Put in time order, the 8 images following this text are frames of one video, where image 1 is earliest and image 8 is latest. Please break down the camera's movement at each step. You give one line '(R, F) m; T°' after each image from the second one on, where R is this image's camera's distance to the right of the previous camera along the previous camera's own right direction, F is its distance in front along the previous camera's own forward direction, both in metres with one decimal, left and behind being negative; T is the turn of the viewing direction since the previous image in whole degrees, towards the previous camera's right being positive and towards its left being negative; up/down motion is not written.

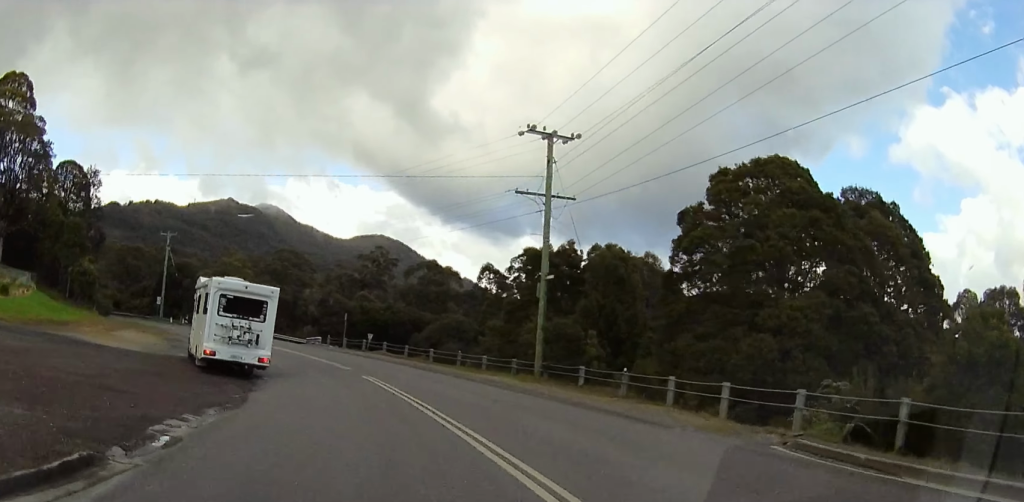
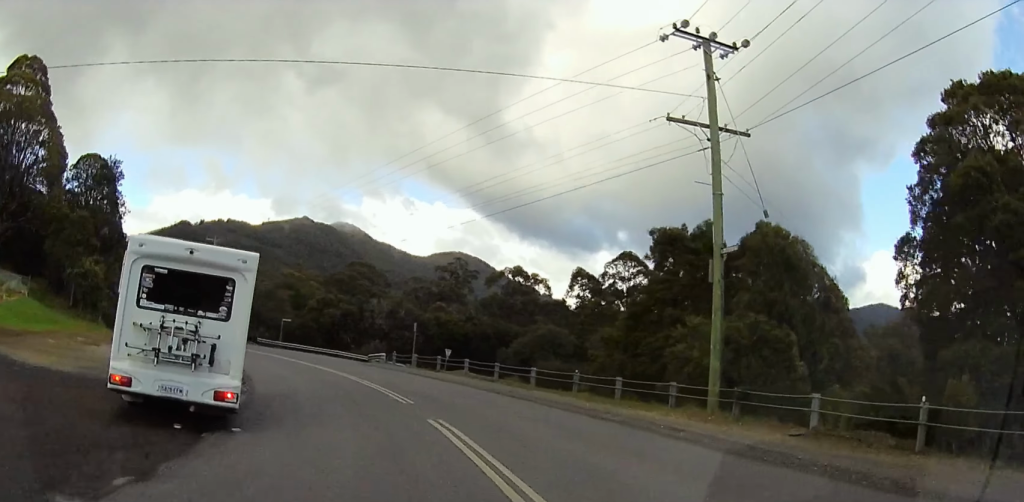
(0.0, +10.7) m; 0°
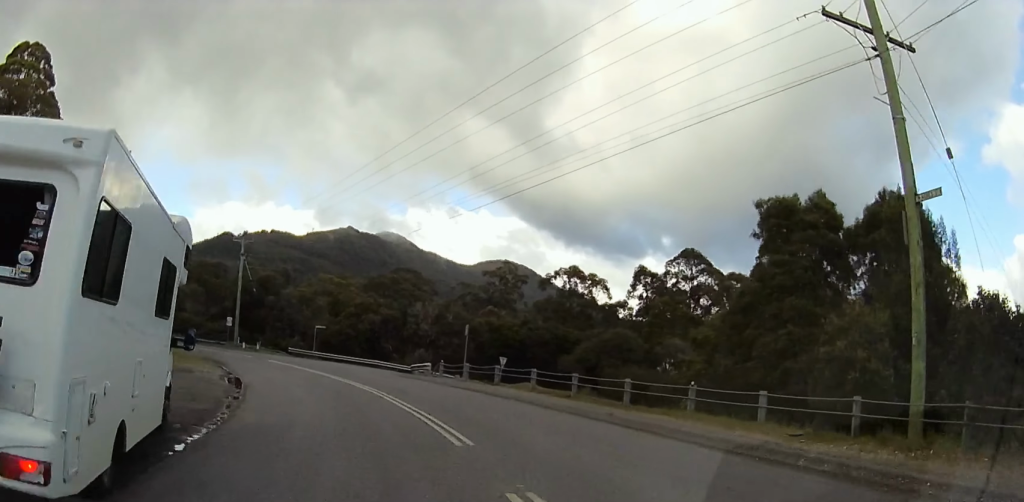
(0.0, +7.0) m; -4°
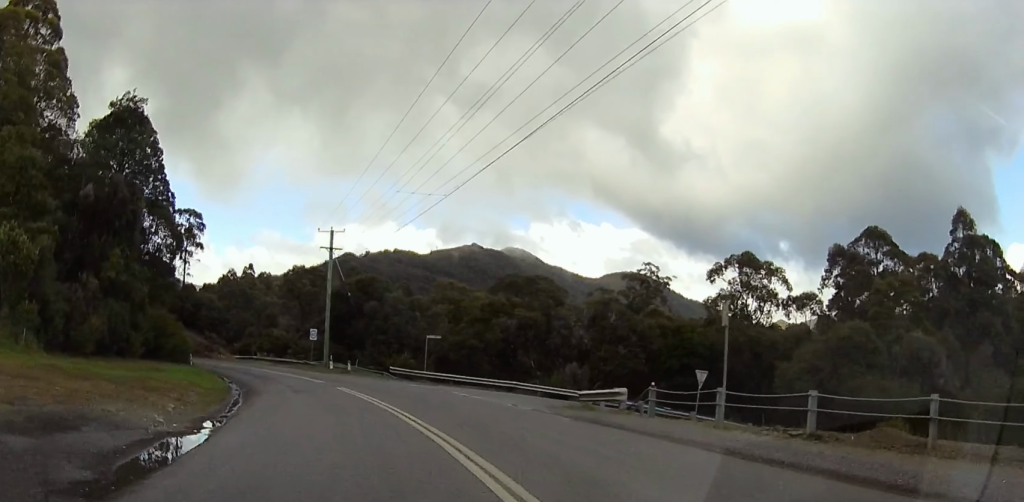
(-2.1, +17.3) m; -15°
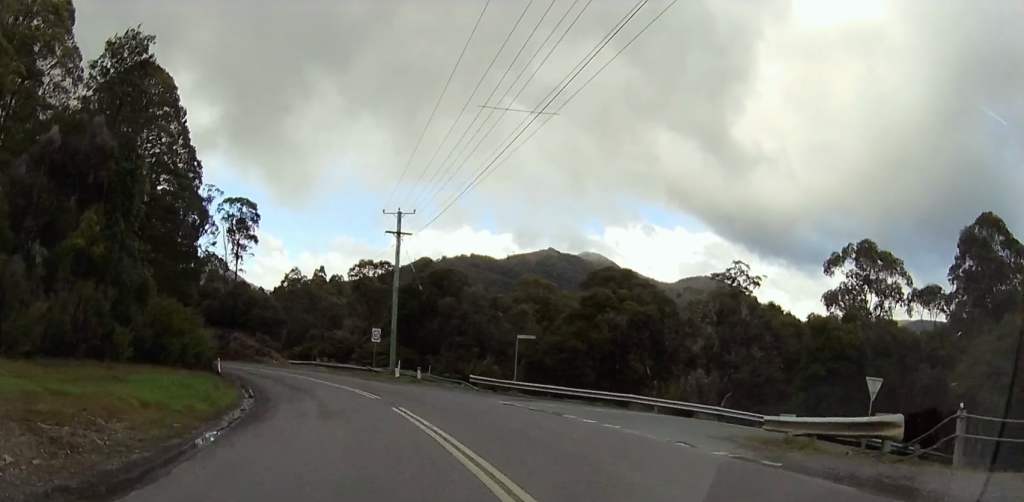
(-0.6, +9.6) m; -9°
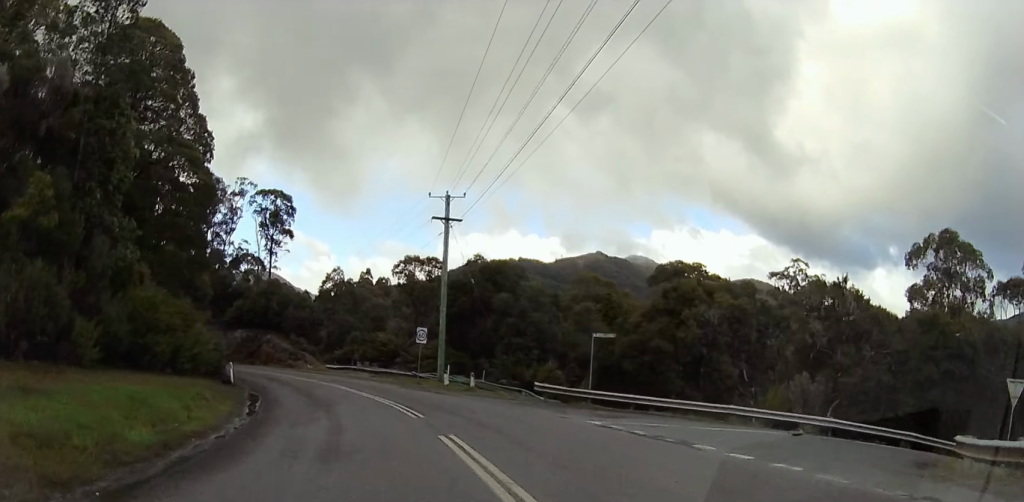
(-0.6, +6.2) m; -4°
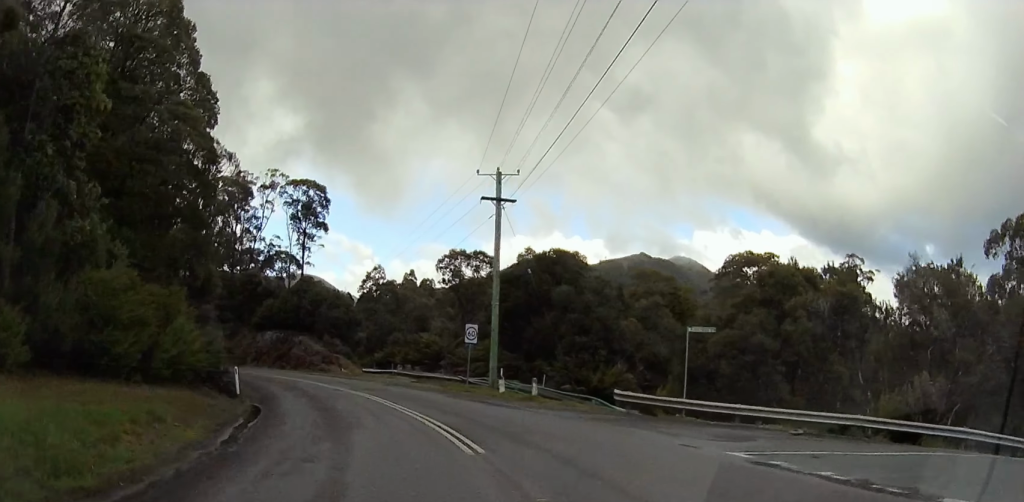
(-0.4, +5.9) m; -3°
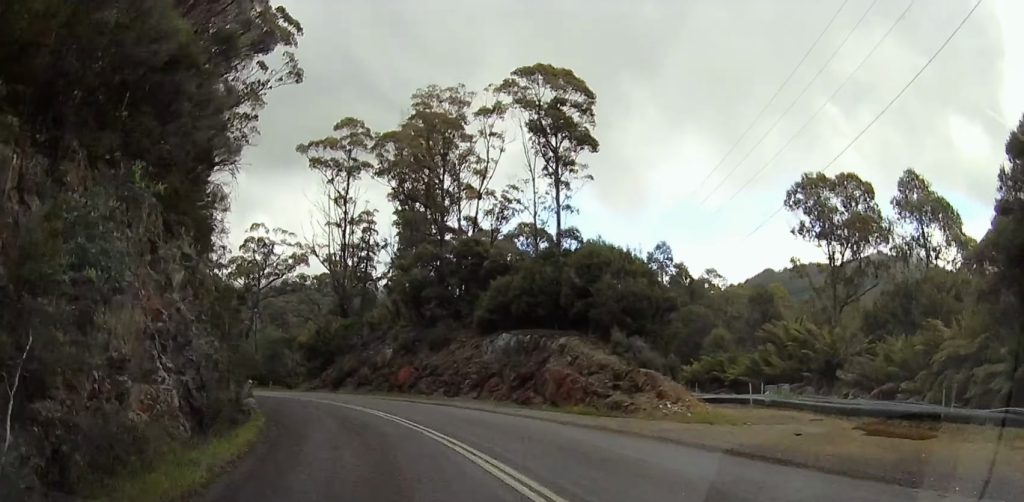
(-3.4, +27.7) m; -21°
